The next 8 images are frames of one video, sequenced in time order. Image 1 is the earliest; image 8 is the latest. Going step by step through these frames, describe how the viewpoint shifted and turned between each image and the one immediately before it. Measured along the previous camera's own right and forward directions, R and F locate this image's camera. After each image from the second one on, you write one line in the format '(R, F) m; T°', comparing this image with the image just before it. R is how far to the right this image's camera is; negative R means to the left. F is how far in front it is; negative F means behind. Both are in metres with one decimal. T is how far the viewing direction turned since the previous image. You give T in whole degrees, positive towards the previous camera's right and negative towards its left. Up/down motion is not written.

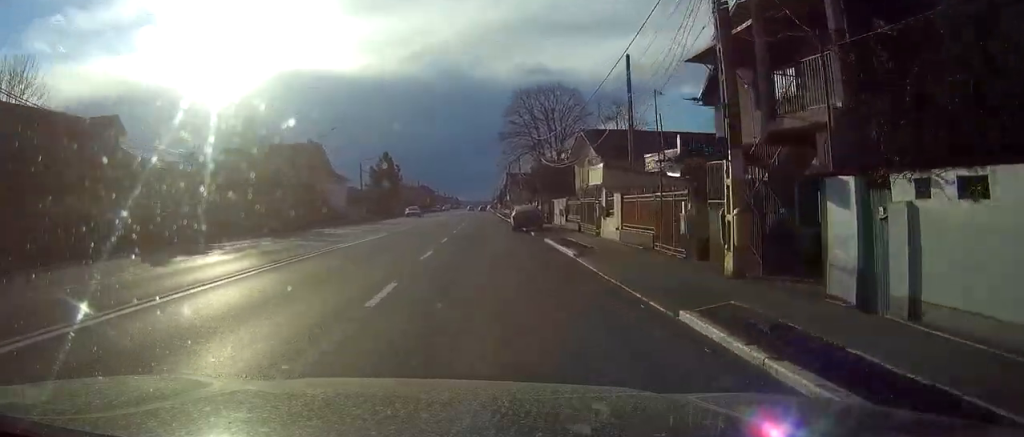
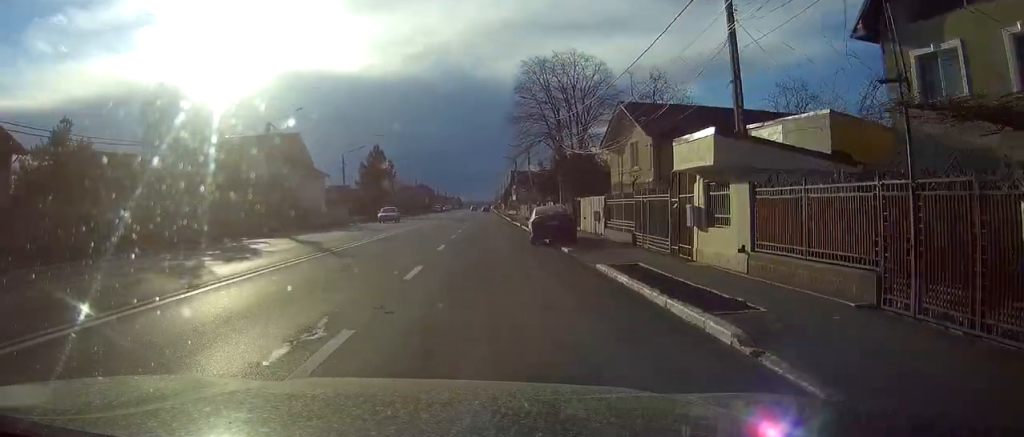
(0.0, +13.7) m; 0°
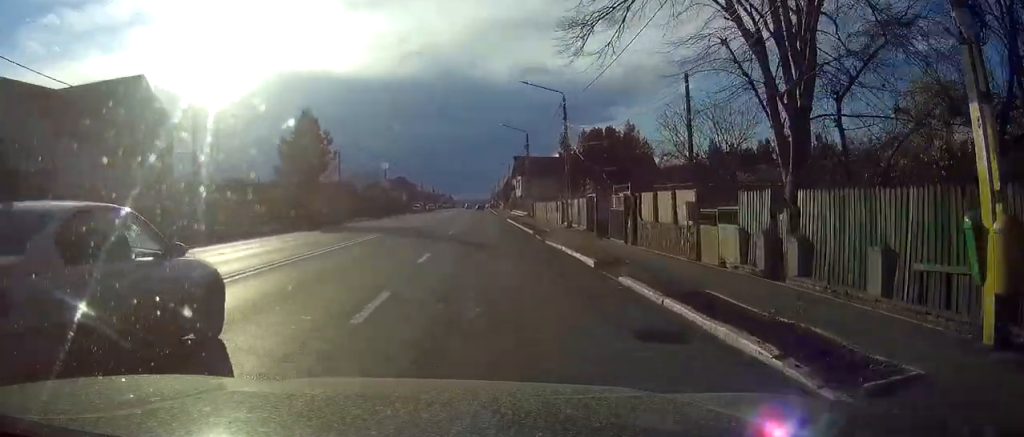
(-0.1, +41.4) m; 0°
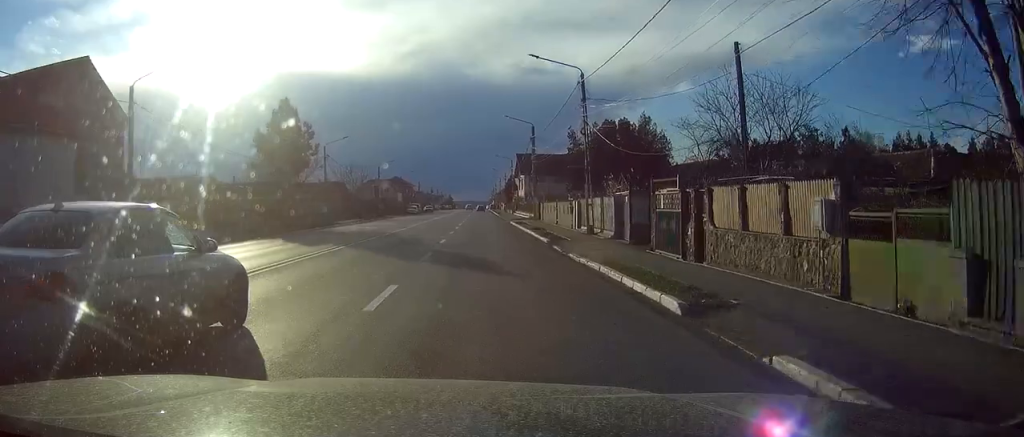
(0.0, +7.9) m; 0°
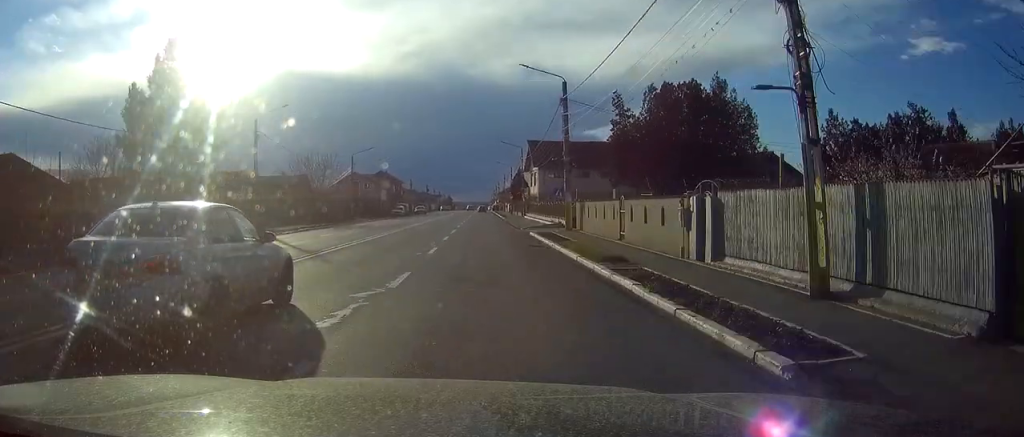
(+0.1, +23.9) m; 0°
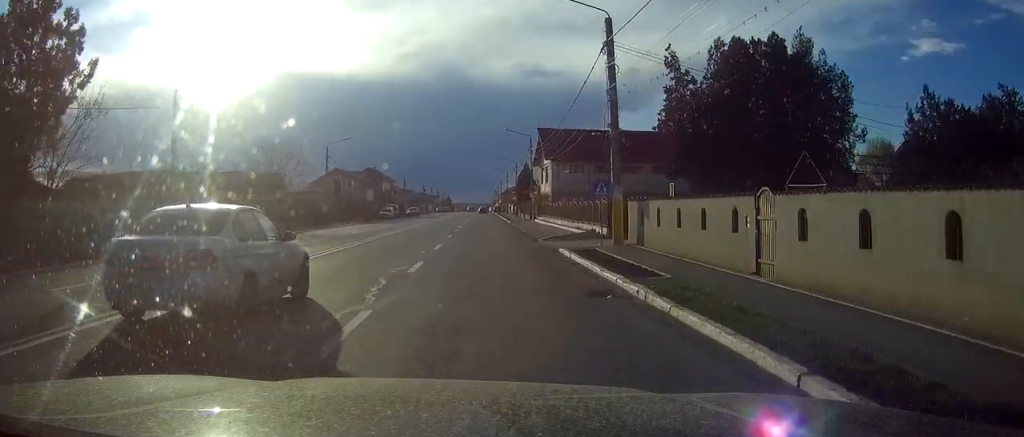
(0.0, +14.6) m; 0°
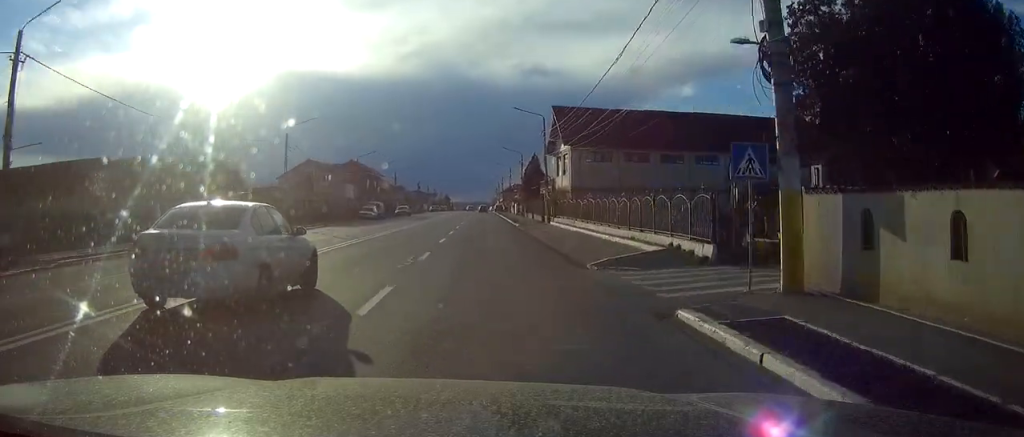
(0.0, +15.2) m; 0°
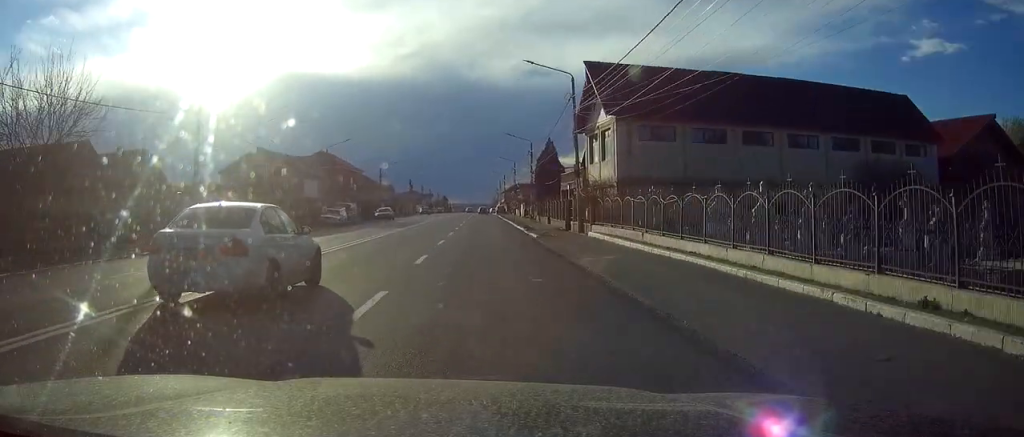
(0.0, +17.8) m; 0°
